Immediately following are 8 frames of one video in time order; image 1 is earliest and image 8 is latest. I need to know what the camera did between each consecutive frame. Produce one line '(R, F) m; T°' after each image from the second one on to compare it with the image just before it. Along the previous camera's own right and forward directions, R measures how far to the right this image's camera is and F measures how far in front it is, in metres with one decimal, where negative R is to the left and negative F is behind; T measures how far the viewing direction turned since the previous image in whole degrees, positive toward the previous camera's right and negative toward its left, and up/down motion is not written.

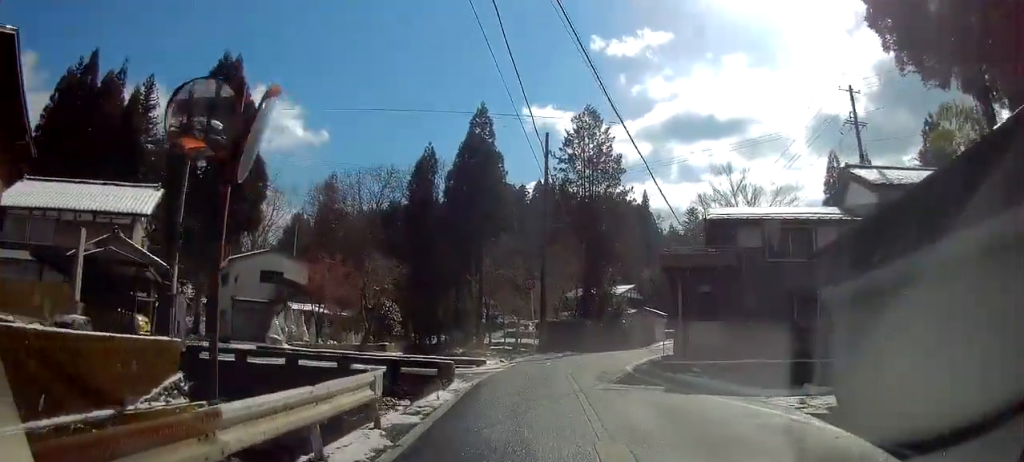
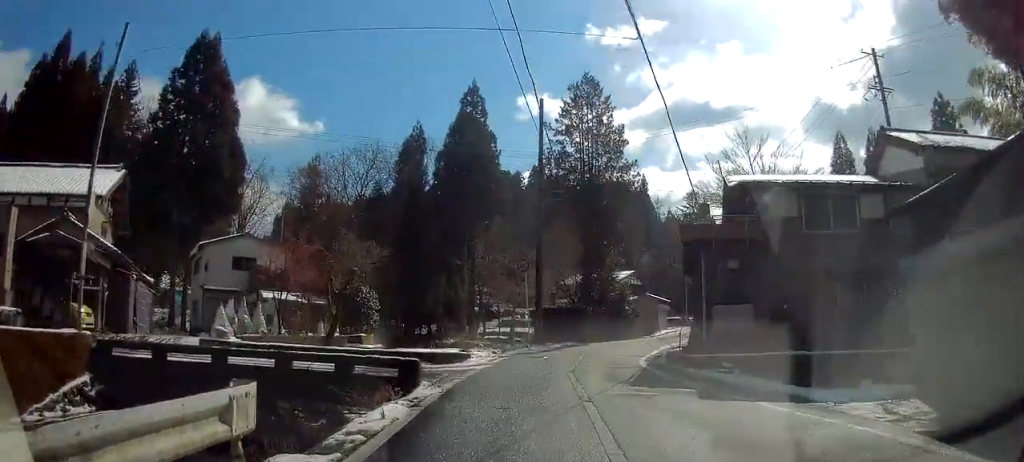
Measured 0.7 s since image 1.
(-0.2, +3.2) m; +4°
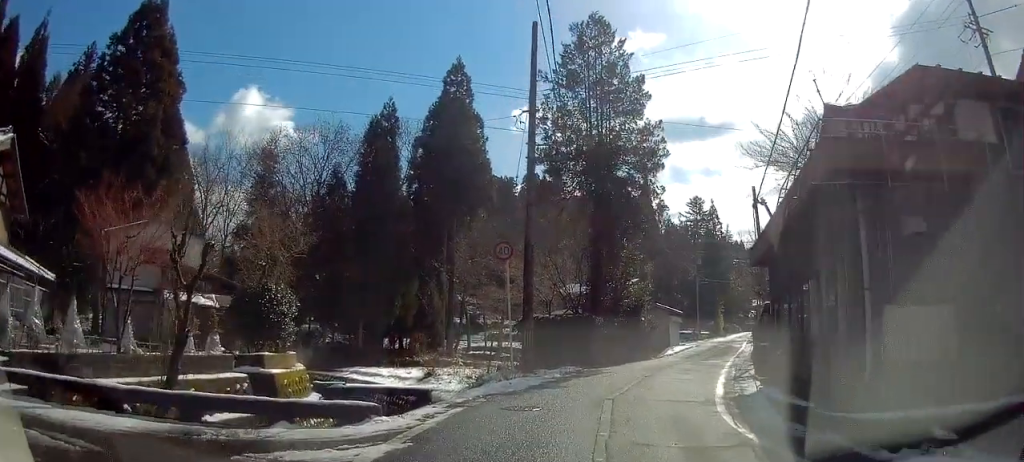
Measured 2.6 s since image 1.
(+1.2, +8.7) m; +10°
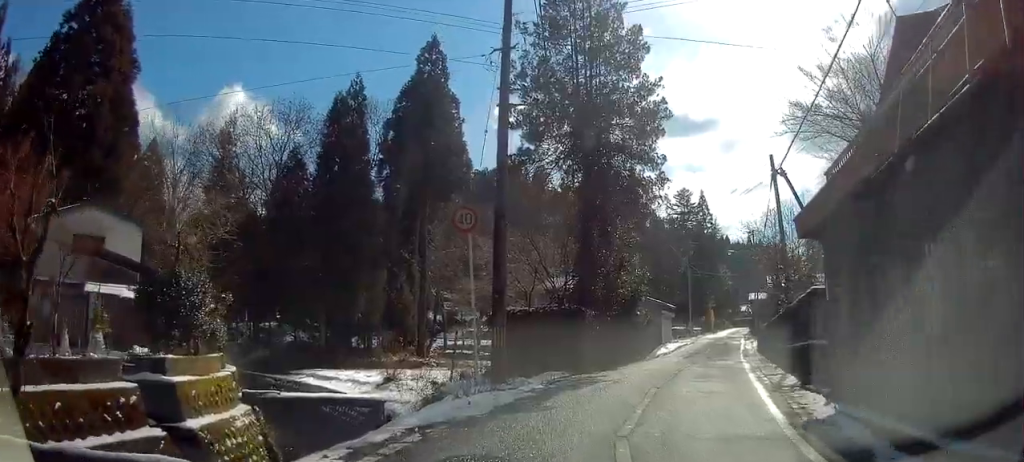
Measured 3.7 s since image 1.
(0.0, +4.6) m; +1°
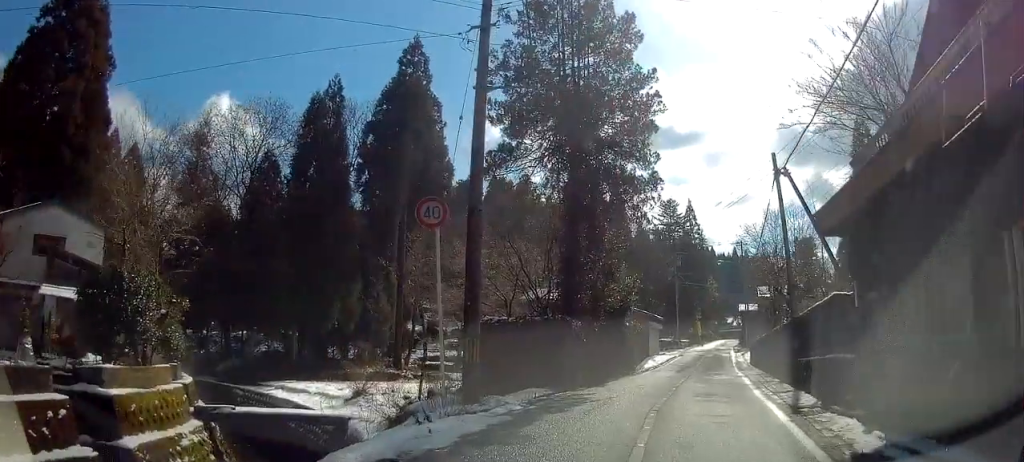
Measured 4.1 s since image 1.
(0.0, +2.0) m; +3°
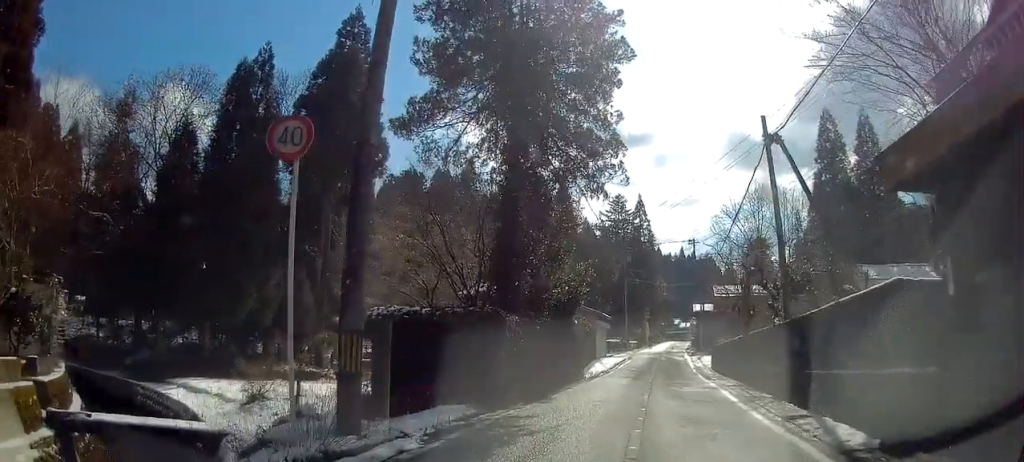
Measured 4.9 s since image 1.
(+0.1, +4.1) m; +8°
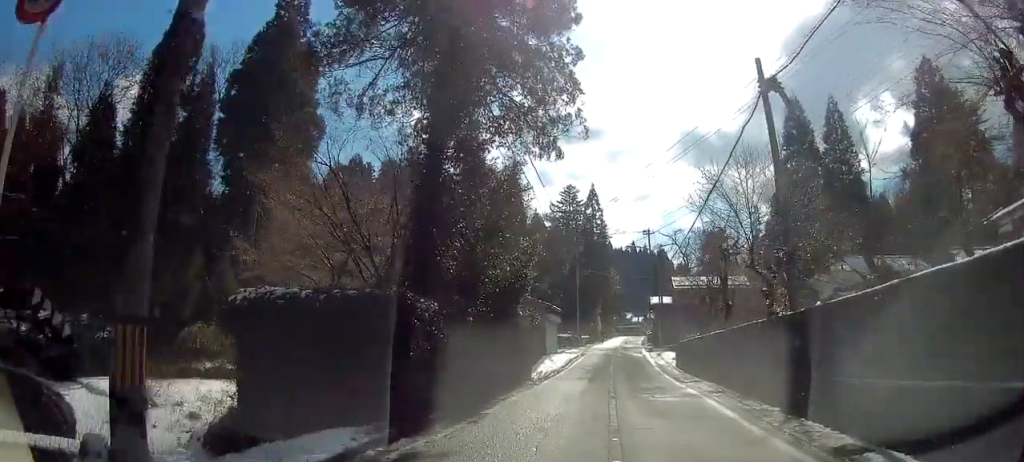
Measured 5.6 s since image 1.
(+0.5, +3.9) m; +6°
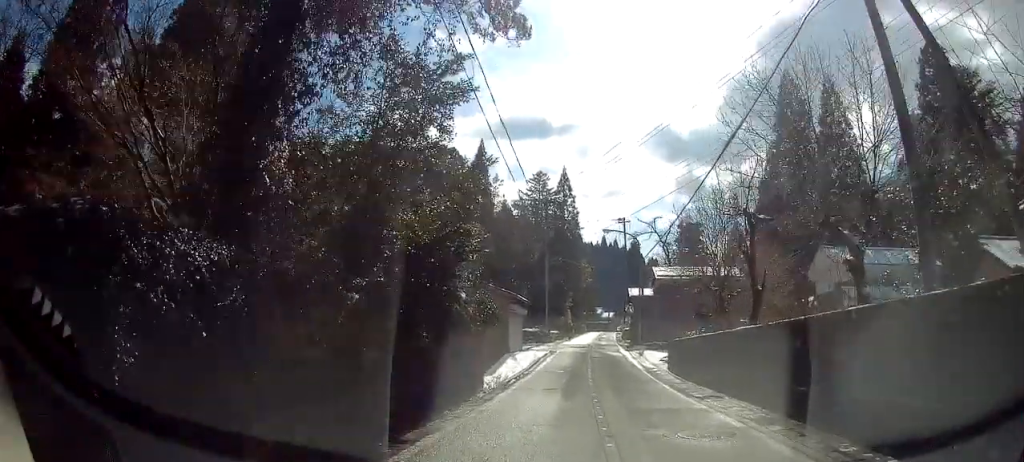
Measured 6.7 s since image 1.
(+0.2, +6.2) m; +2°
